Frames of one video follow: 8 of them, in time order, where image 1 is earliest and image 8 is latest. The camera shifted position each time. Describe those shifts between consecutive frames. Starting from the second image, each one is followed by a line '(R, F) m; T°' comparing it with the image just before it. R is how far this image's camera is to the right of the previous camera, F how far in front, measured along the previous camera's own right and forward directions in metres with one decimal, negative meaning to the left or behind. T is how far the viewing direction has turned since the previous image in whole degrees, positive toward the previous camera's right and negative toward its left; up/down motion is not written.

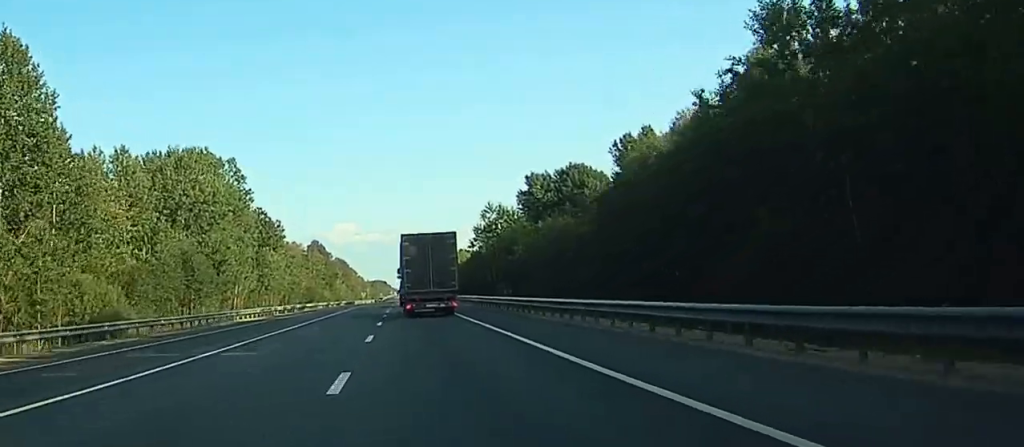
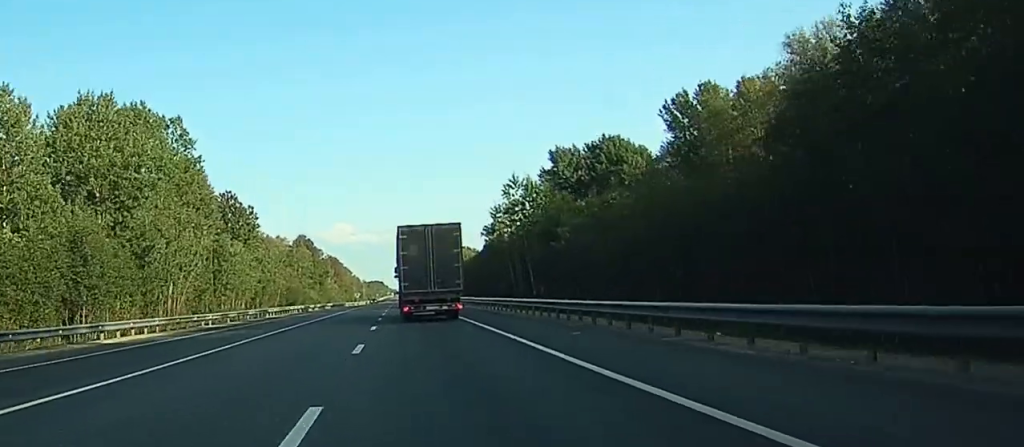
(+0.1, +28.0) m; 0°
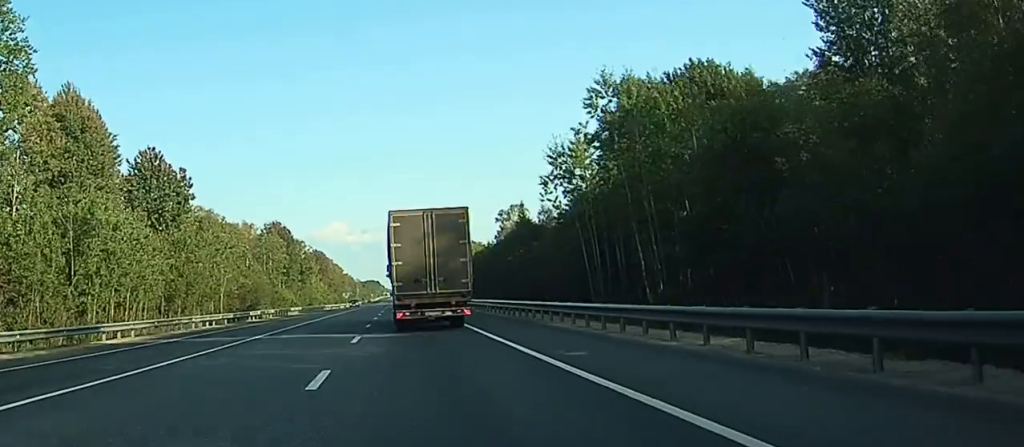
(+0.2, +42.6) m; 0°
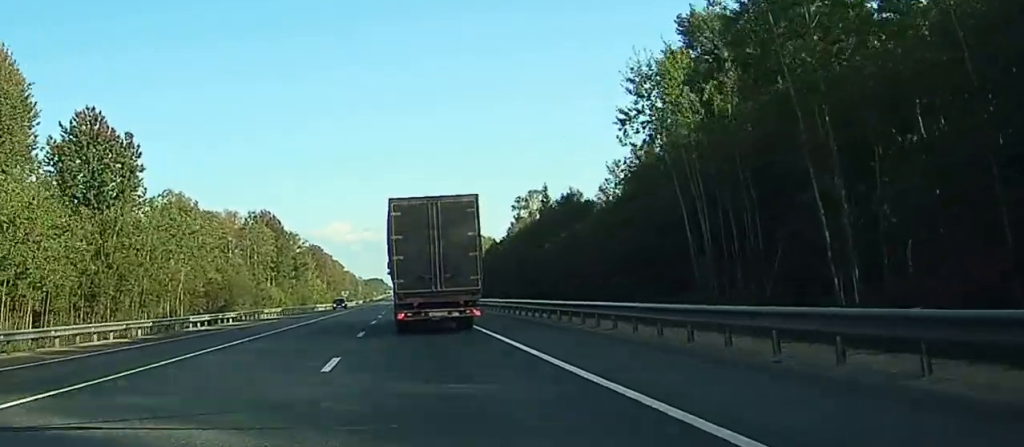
(0.0, +21.4) m; 0°
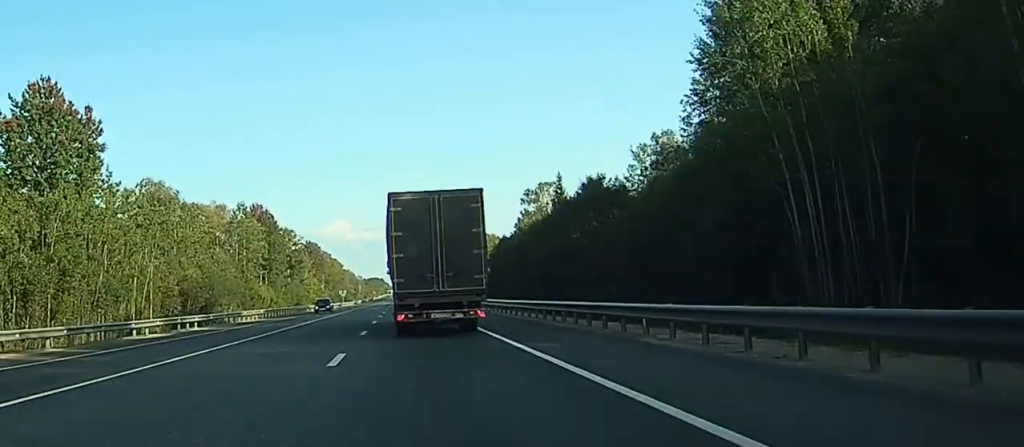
(0.0, +11.1) m; 0°
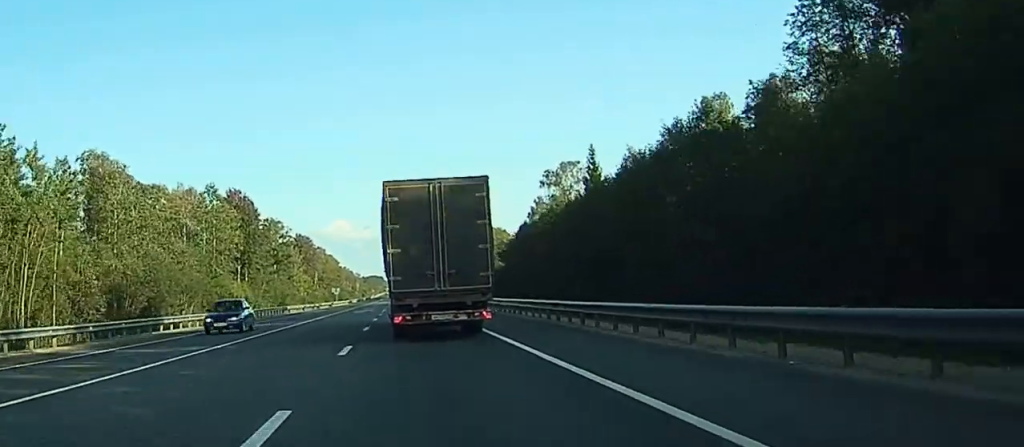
(0.0, +21.6) m; 0°
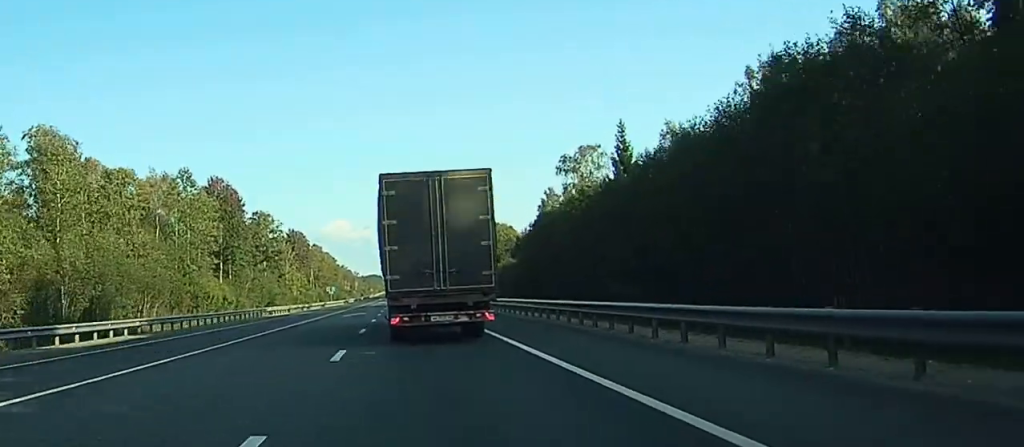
(0.0, +13.9) m; 0°
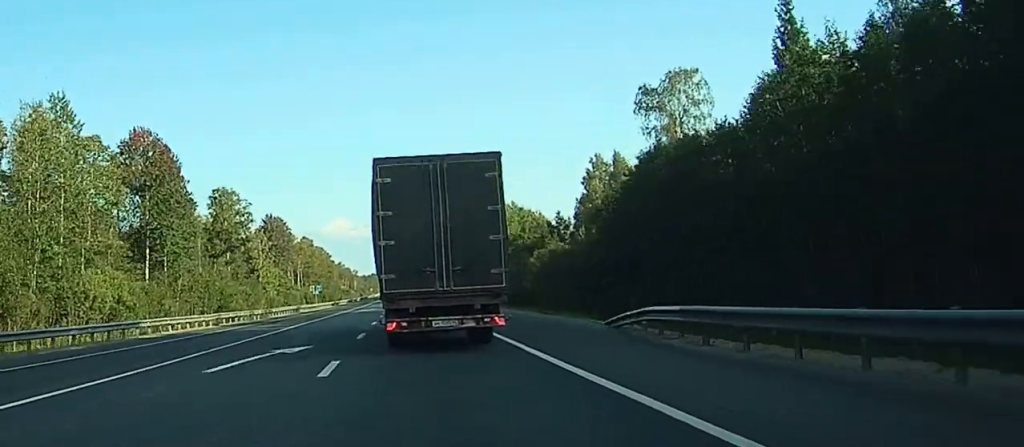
(-0.1, +39.1) m; 0°
